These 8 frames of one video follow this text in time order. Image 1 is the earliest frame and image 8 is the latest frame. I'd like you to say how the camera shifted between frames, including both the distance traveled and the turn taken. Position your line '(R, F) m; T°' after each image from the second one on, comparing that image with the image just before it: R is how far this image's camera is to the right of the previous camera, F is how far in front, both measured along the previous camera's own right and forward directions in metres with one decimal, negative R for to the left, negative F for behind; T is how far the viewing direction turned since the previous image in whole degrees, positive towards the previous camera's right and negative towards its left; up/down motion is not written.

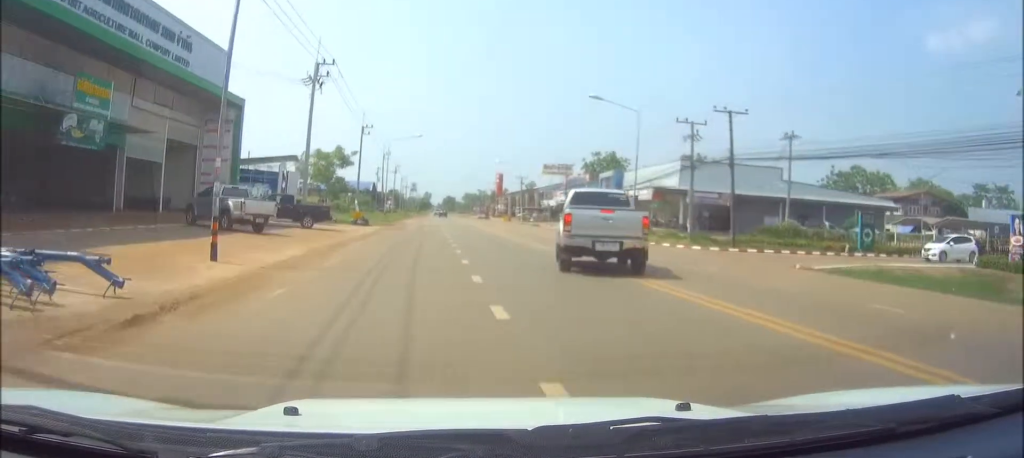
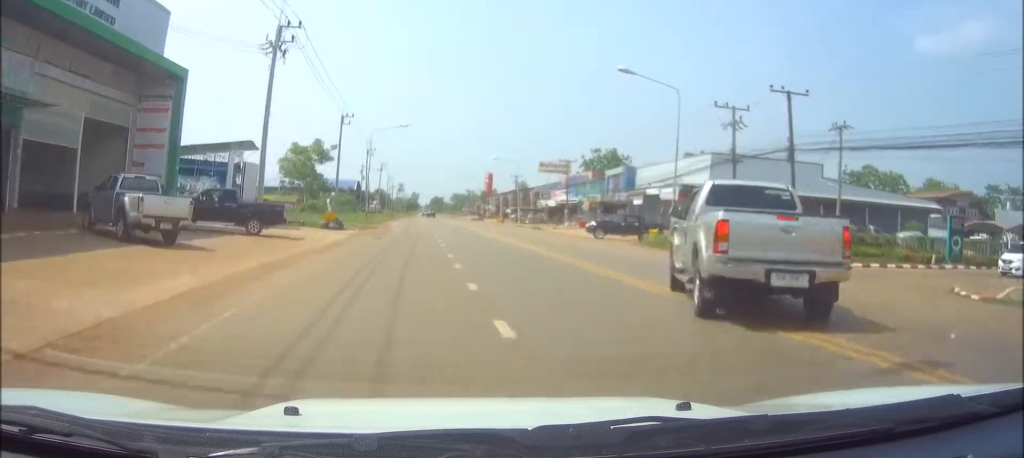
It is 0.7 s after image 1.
(0.0, +9.4) m; 0°
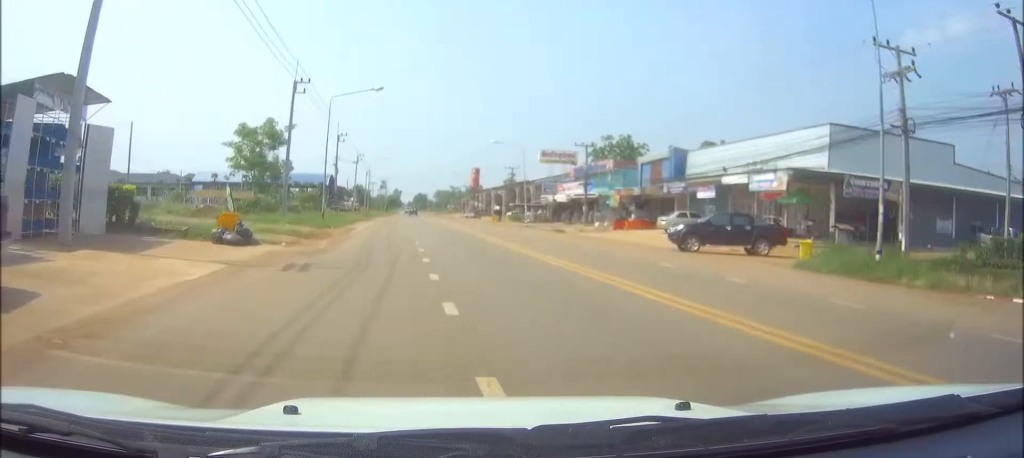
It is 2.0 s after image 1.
(+0.2, +18.6) m; +1°
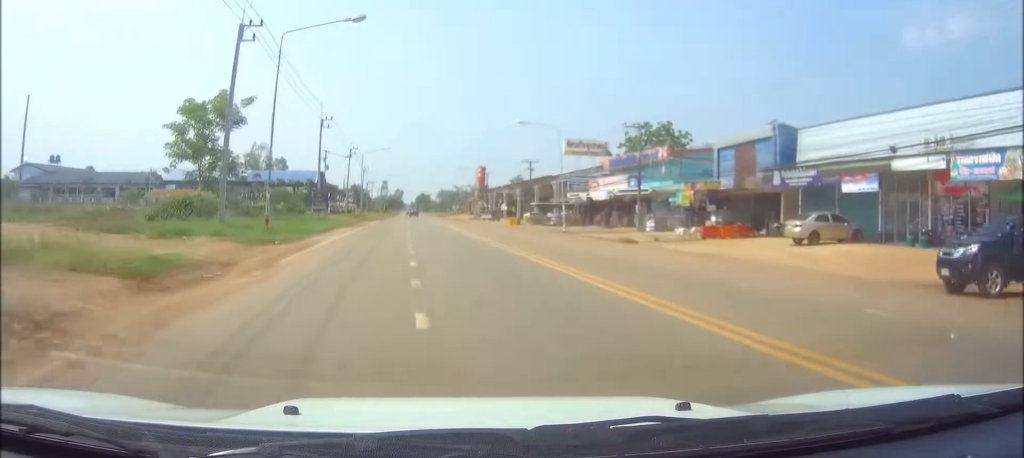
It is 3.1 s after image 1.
(+0.2, +16.9) m; +1°
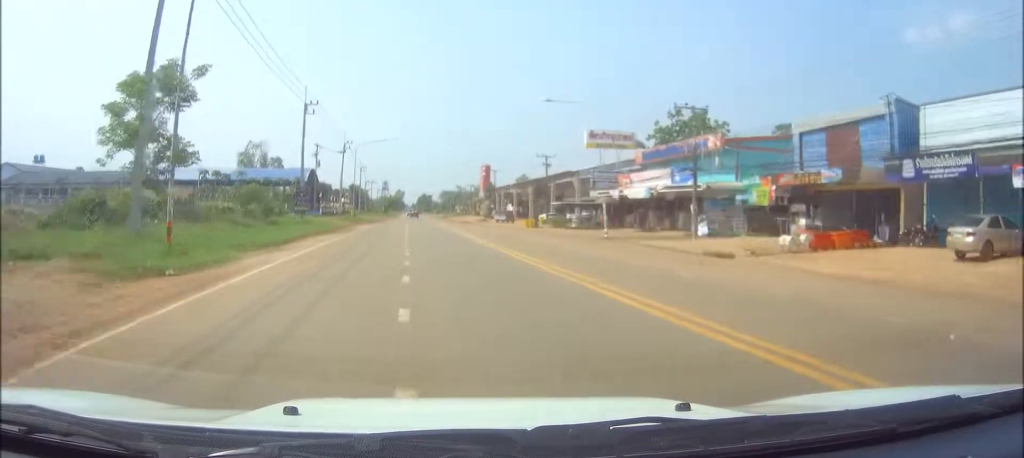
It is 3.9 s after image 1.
(0.0, +11.3) m; 0°
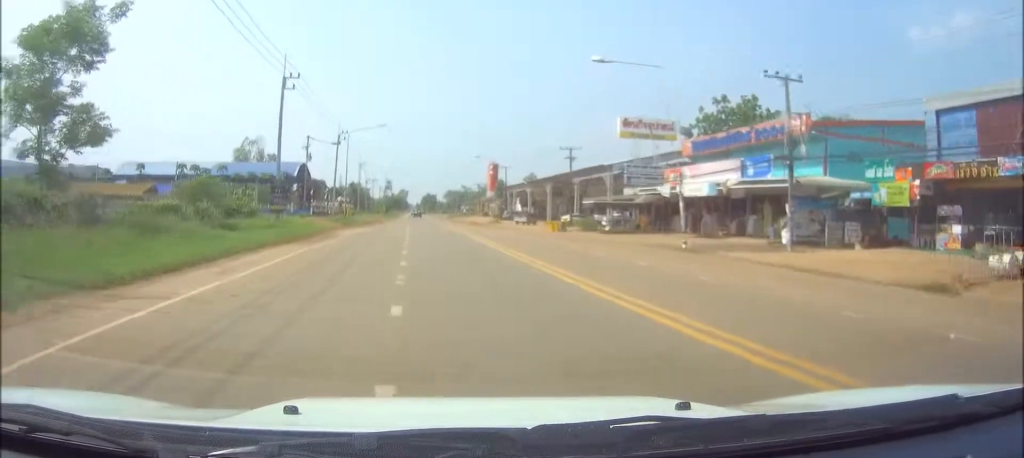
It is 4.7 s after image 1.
(0.0, +12.0) m; 0°
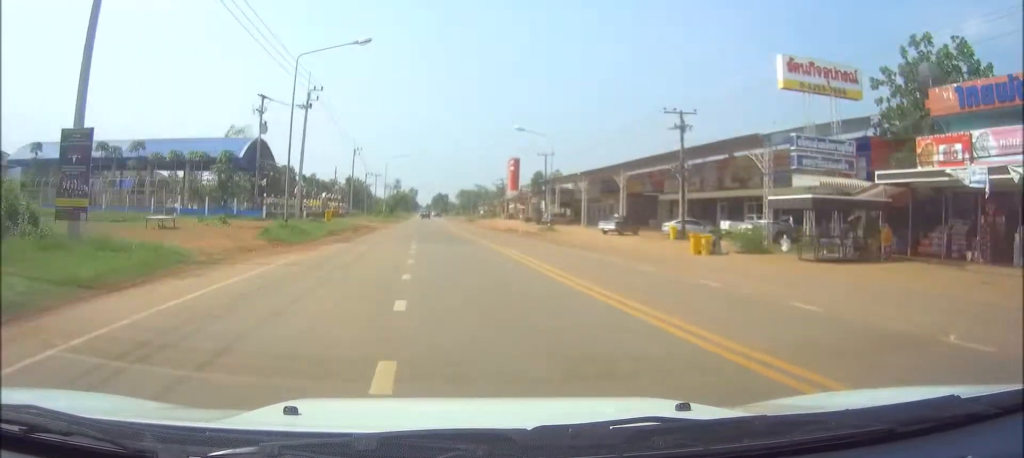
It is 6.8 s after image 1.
(-0.2, +32.0) m; 0°
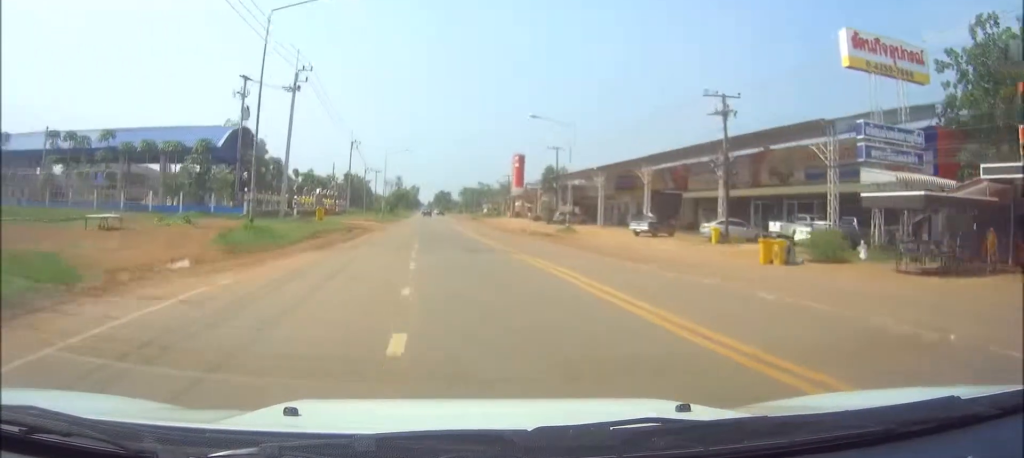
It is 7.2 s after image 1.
(0.0, +6.9) m; 0°
